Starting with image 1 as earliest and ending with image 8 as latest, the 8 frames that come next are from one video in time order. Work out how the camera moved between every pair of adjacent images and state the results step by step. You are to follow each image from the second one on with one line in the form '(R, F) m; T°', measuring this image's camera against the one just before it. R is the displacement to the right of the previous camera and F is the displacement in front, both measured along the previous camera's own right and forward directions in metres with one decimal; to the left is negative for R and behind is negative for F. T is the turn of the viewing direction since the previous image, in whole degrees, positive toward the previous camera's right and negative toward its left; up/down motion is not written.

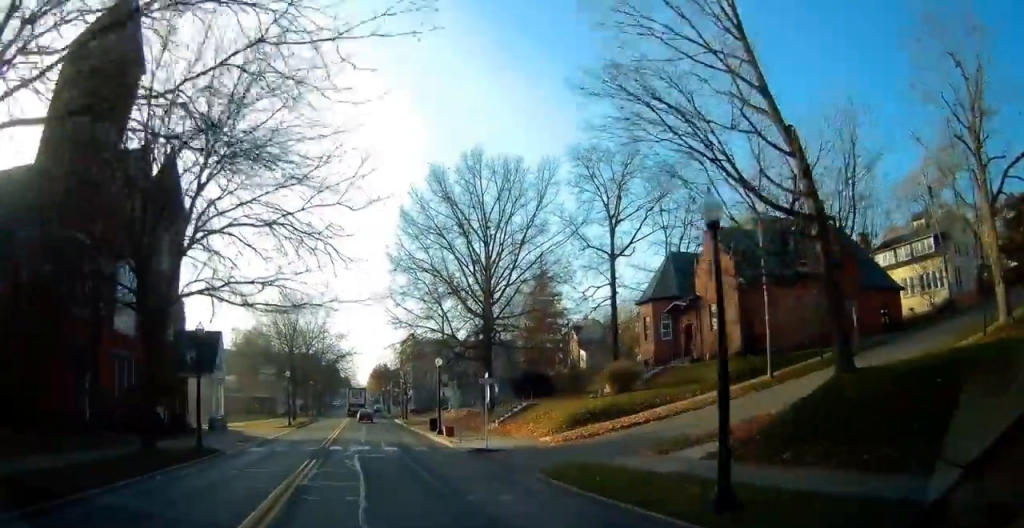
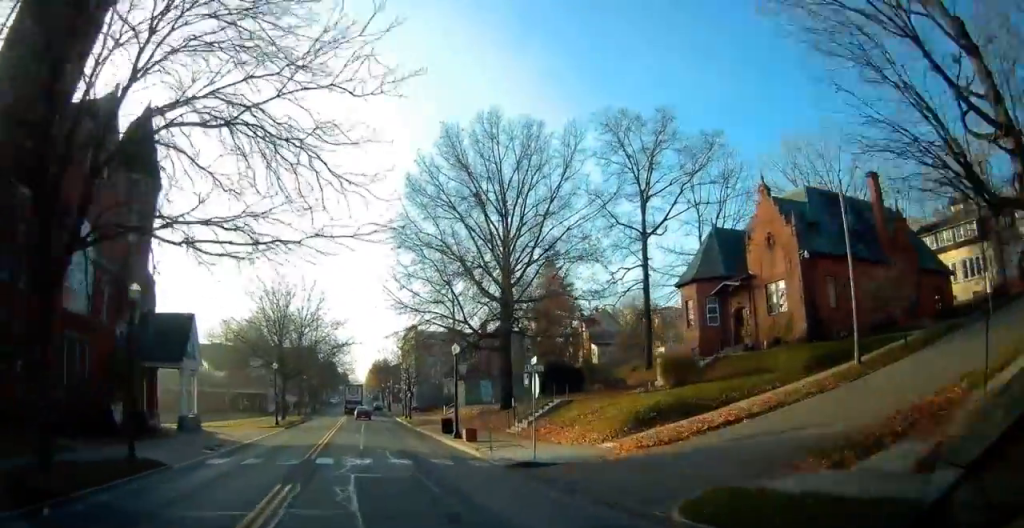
(0.0, +6.7) m; 0°
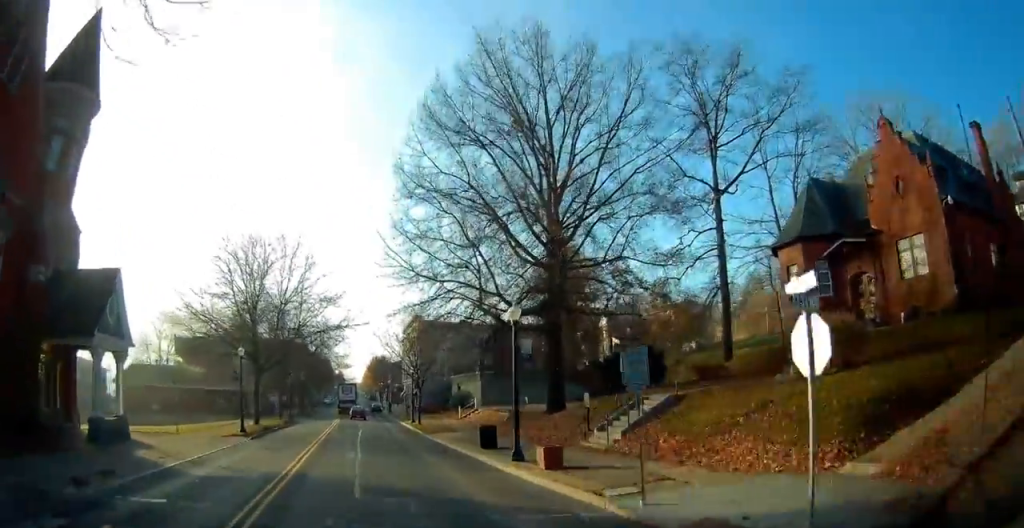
(0.0, +11.5) m; 0°
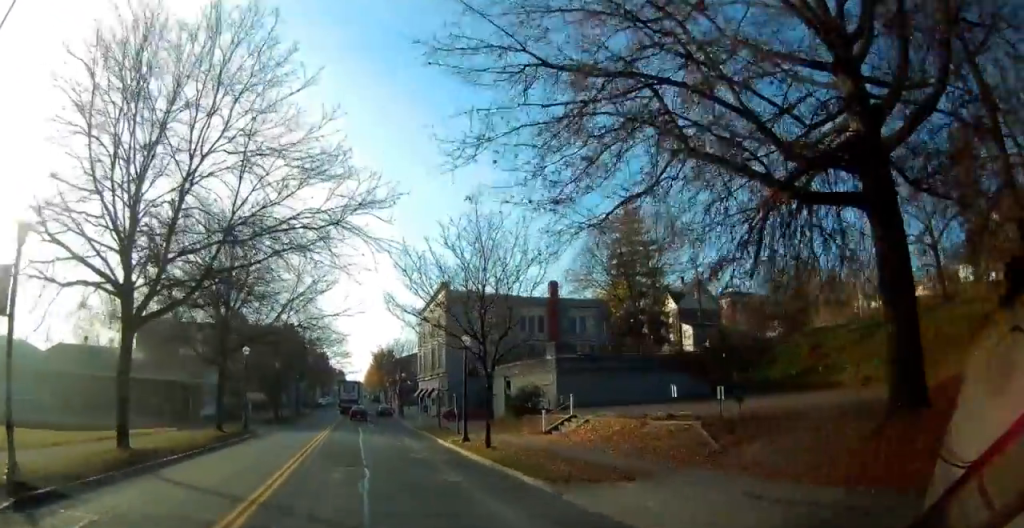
(0.0, +22.8) m; 0°
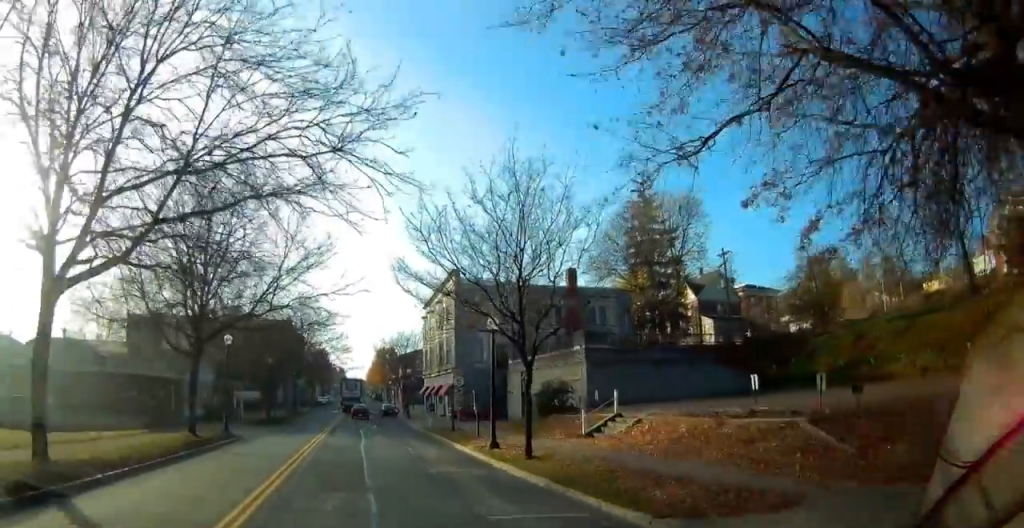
(0.0, +5.0) m; 0°
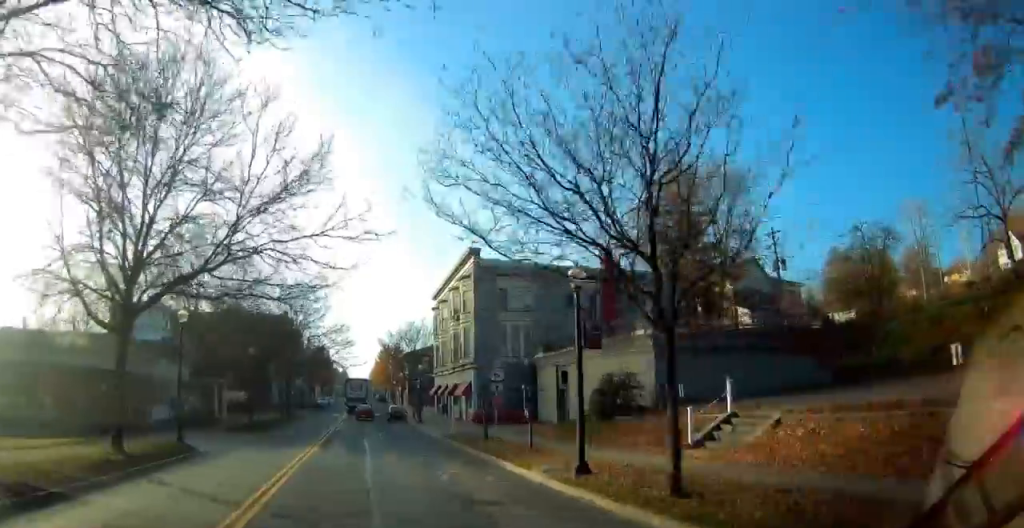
(0.0, +7.9) m; 0°
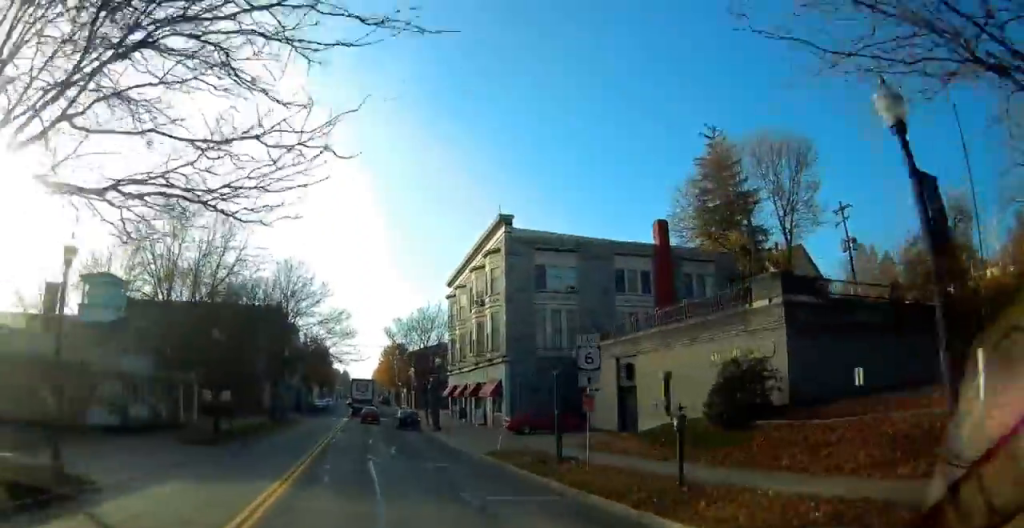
(+0.1, +9.1) m; -1°
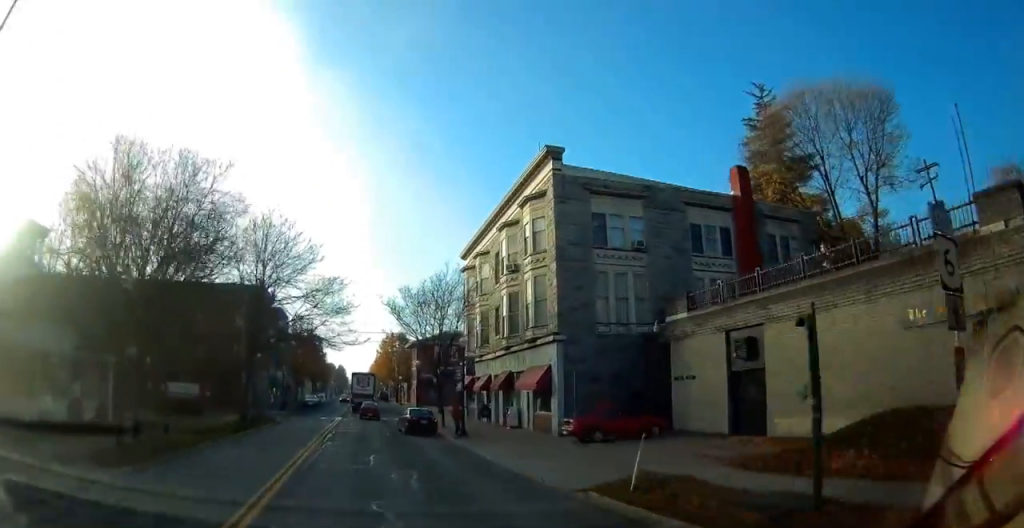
(-0.3, +10.0) m; 0°
